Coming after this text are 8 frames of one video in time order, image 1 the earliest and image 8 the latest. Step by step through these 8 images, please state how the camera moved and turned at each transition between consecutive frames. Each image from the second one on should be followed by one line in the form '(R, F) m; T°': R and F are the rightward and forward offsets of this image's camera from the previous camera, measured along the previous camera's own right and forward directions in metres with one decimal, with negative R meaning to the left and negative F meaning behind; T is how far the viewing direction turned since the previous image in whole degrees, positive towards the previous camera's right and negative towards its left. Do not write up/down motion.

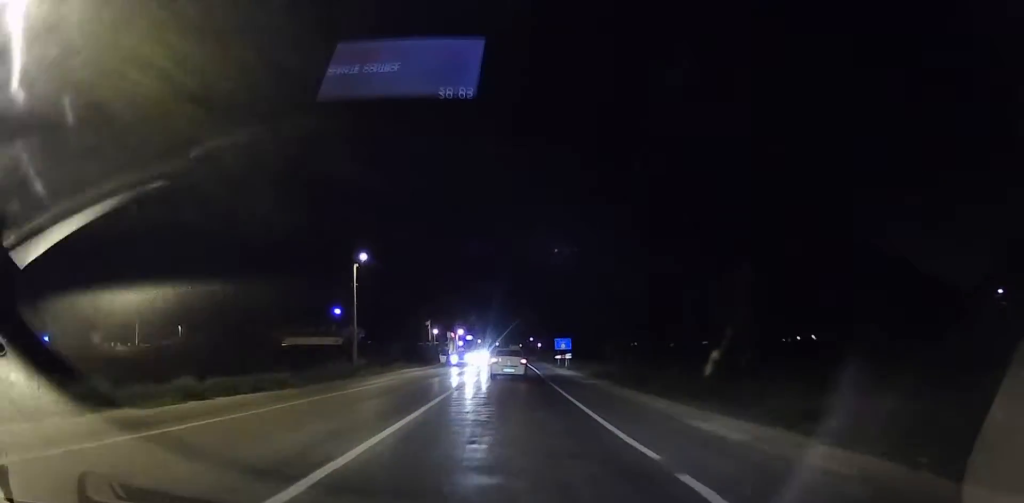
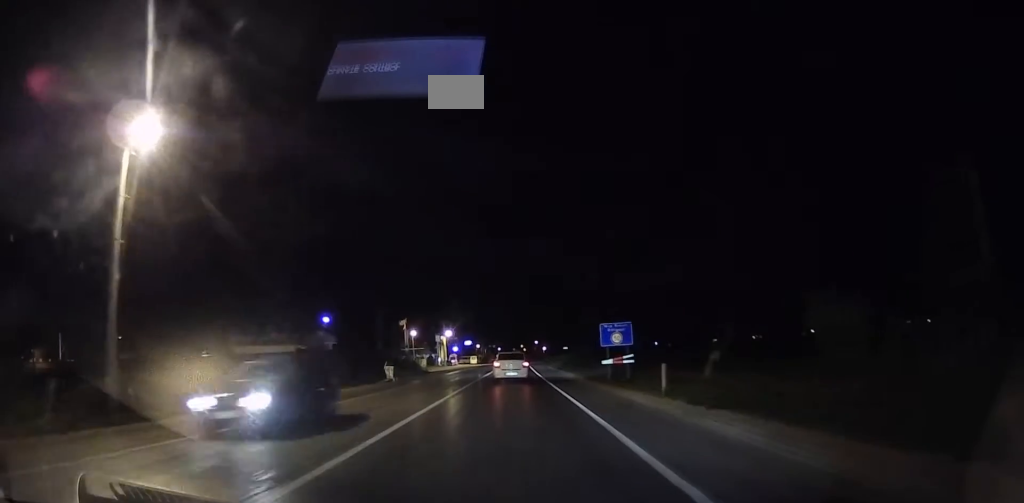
(+0.4, +33.7) m; 0°
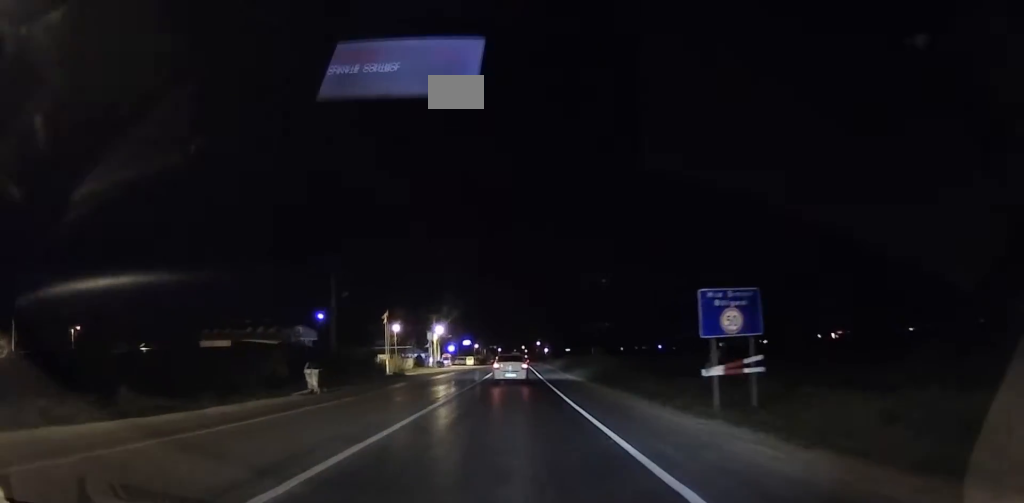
(-0.1, +16.1) m; +2°
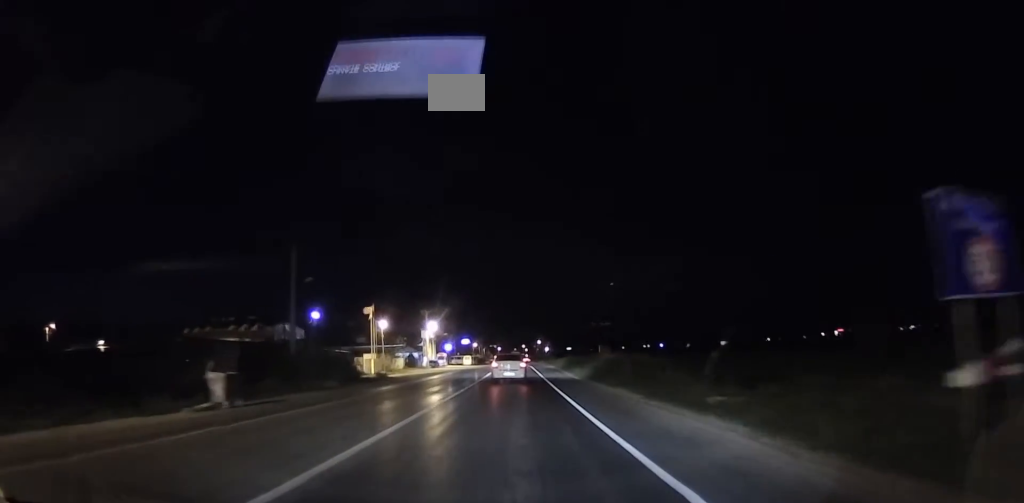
(-0.1, +8.3) m; +2°
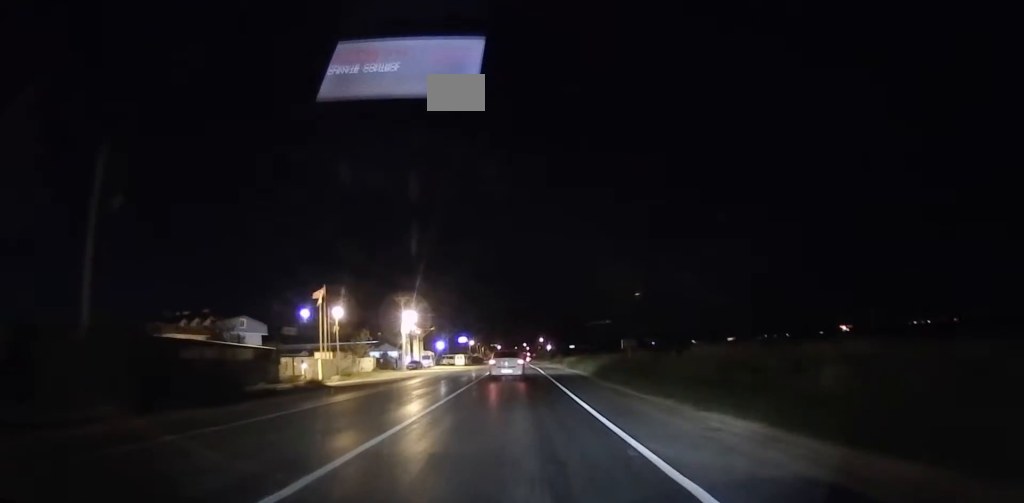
(+0.6, +19.0) m; -1°
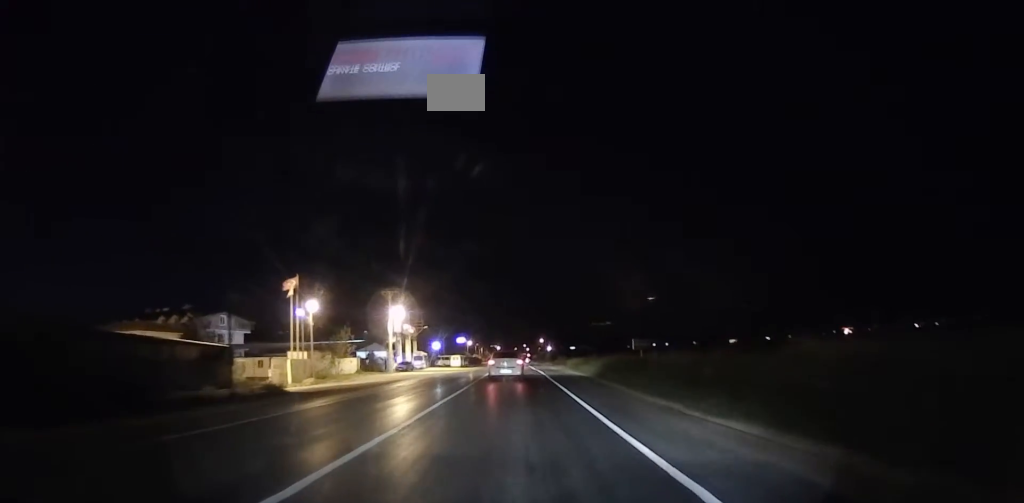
(-0.2, +6.9) m; -2°
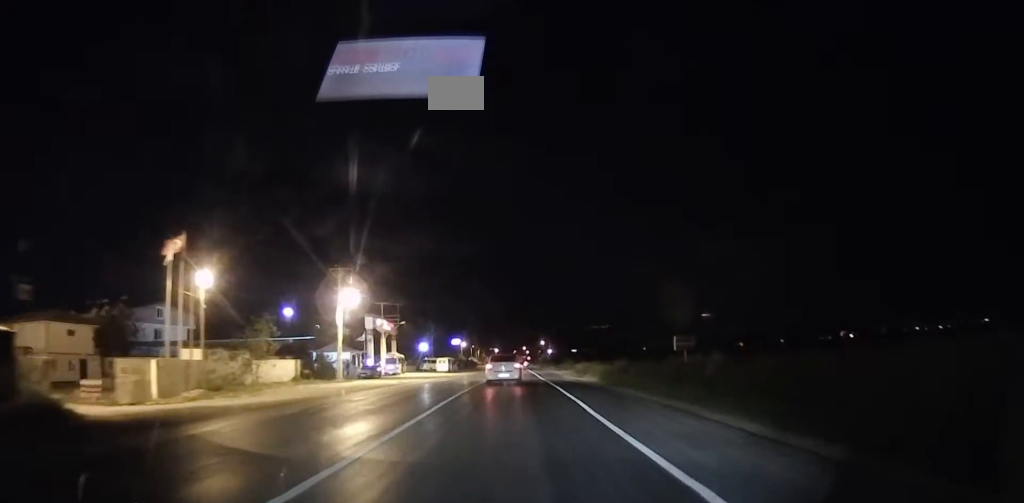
(-0.2, +17.5) m; 0°
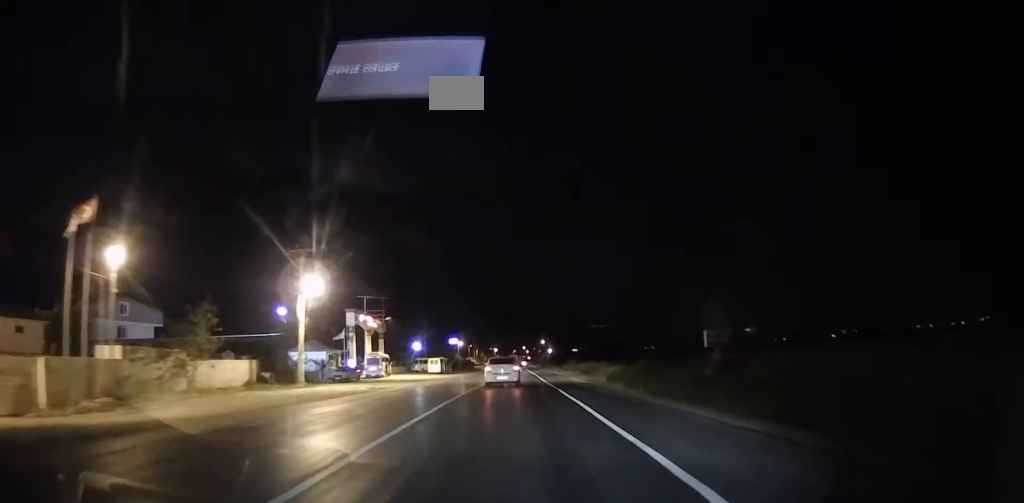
(0.0, +8.1) m; 0°
